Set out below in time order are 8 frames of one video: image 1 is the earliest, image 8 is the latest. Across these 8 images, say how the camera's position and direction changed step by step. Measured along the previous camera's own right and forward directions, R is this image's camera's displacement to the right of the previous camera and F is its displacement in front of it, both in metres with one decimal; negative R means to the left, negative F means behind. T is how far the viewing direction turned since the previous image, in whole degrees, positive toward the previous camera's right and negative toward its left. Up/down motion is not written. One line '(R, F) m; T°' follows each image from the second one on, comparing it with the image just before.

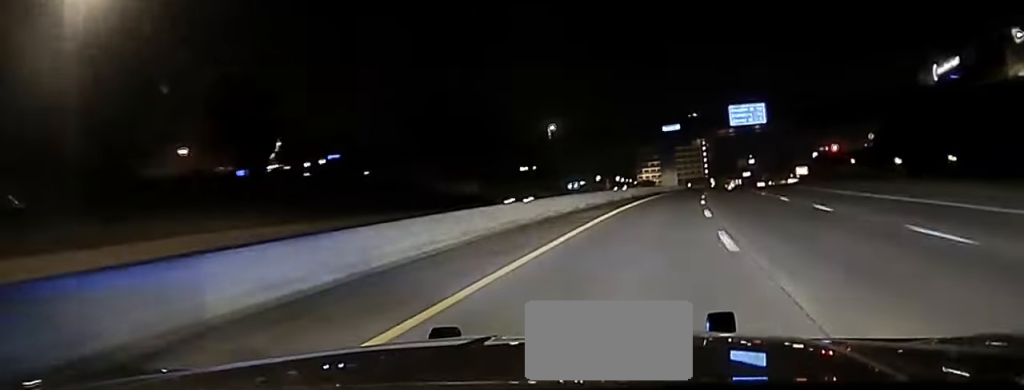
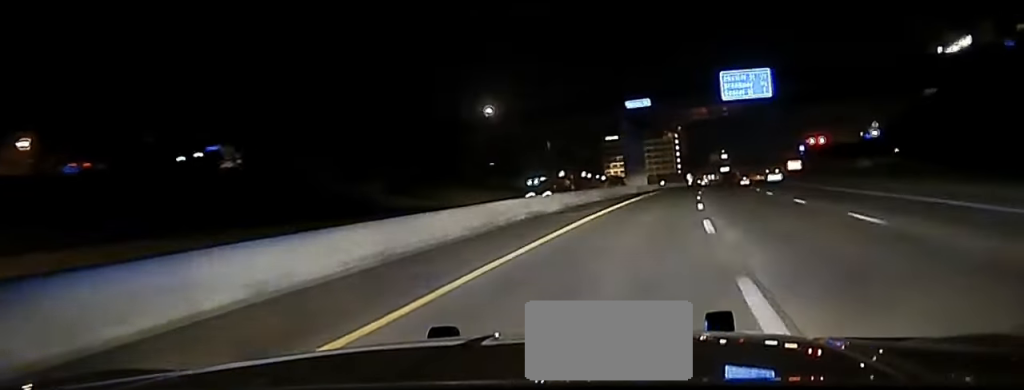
(+1.0, +33.8) m; +3°
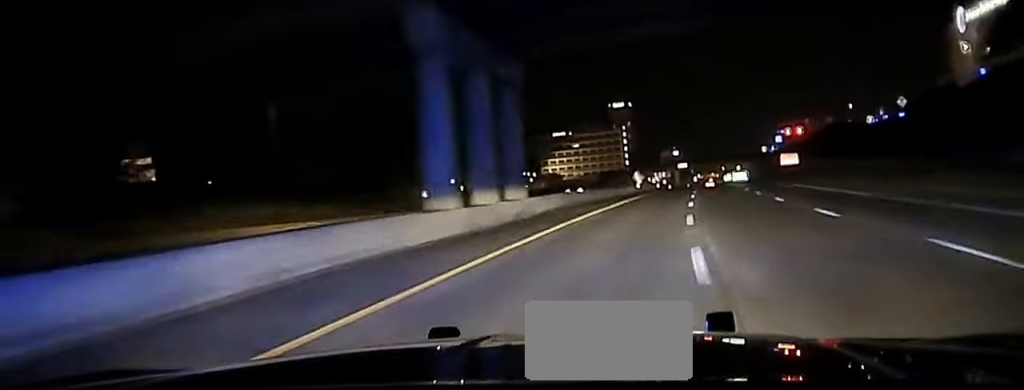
(+1.7, +57.2) m; +3°
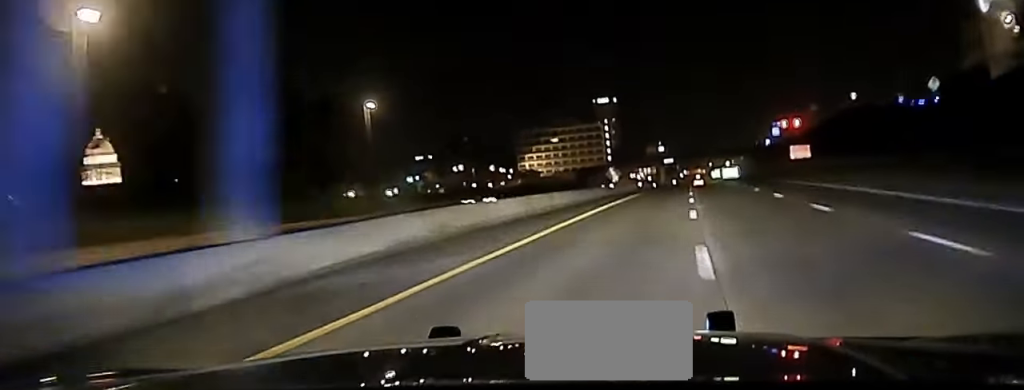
(+0.1, +21.6) m; +1°
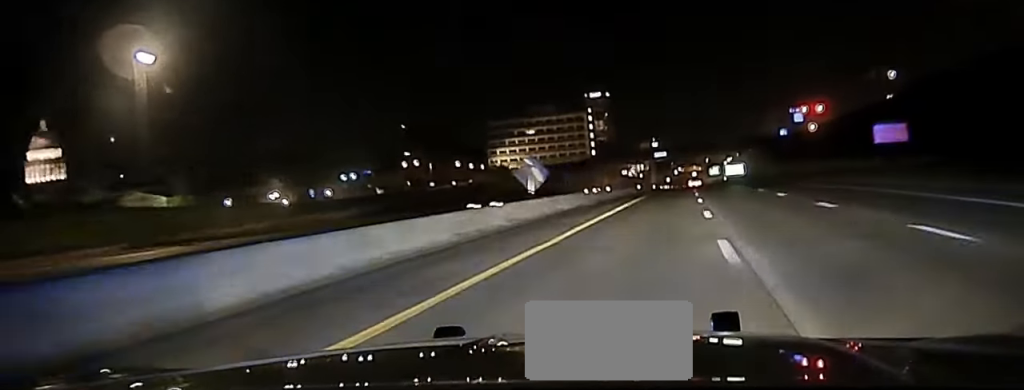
(+1.2, +46.2) m; +2°
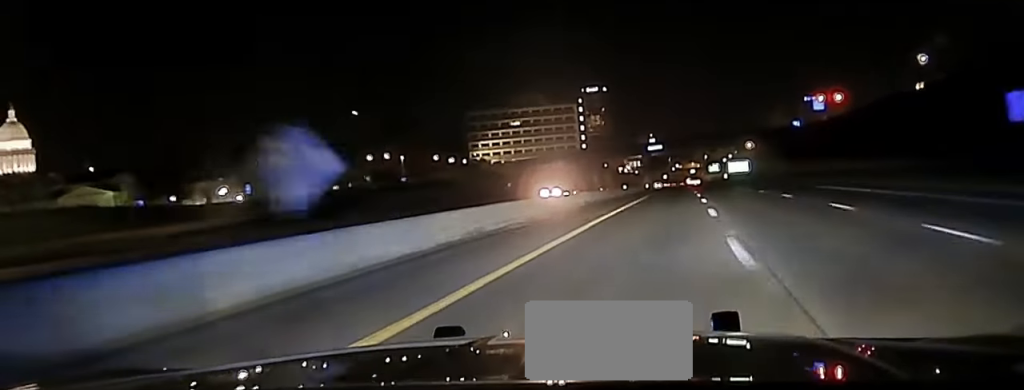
(+0.4, +23.1) m; +1°
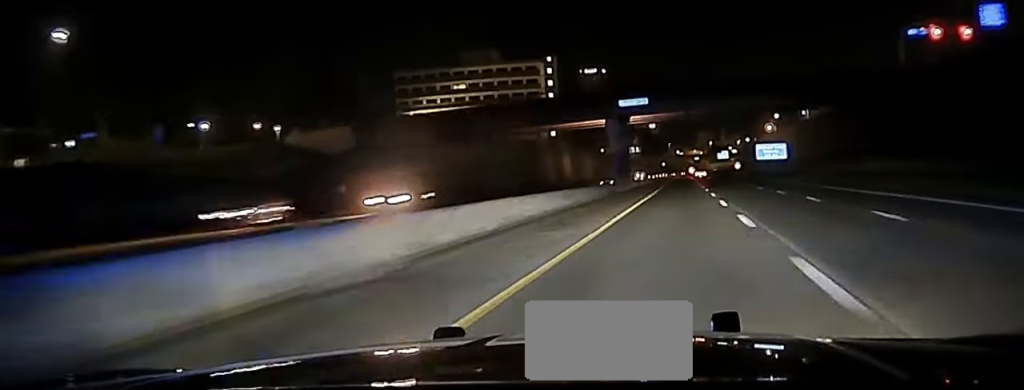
(0.0, +76.9) m; +1°
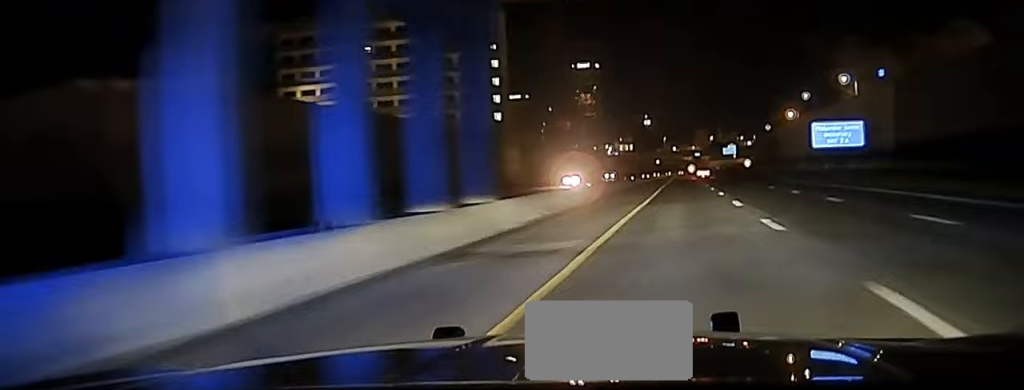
(0.0, +63.0) m; -1°
